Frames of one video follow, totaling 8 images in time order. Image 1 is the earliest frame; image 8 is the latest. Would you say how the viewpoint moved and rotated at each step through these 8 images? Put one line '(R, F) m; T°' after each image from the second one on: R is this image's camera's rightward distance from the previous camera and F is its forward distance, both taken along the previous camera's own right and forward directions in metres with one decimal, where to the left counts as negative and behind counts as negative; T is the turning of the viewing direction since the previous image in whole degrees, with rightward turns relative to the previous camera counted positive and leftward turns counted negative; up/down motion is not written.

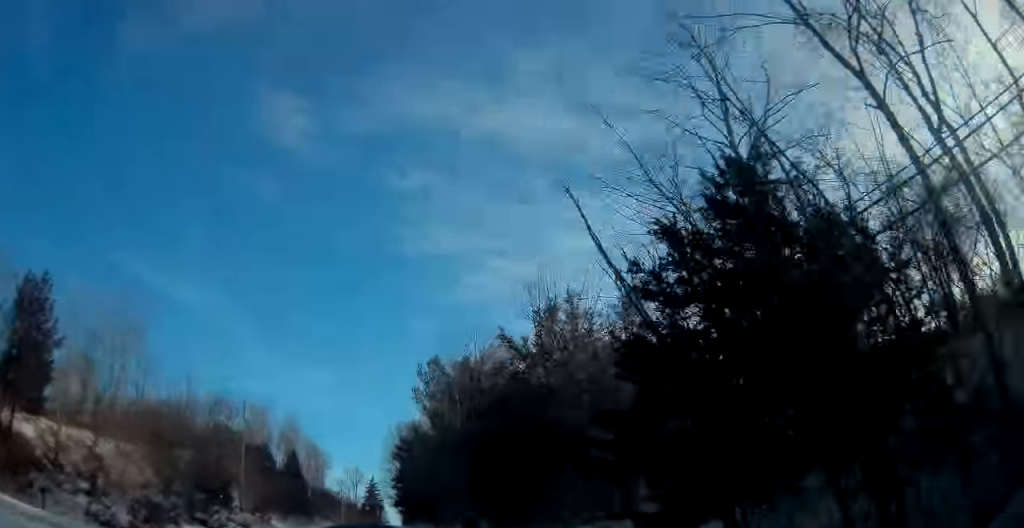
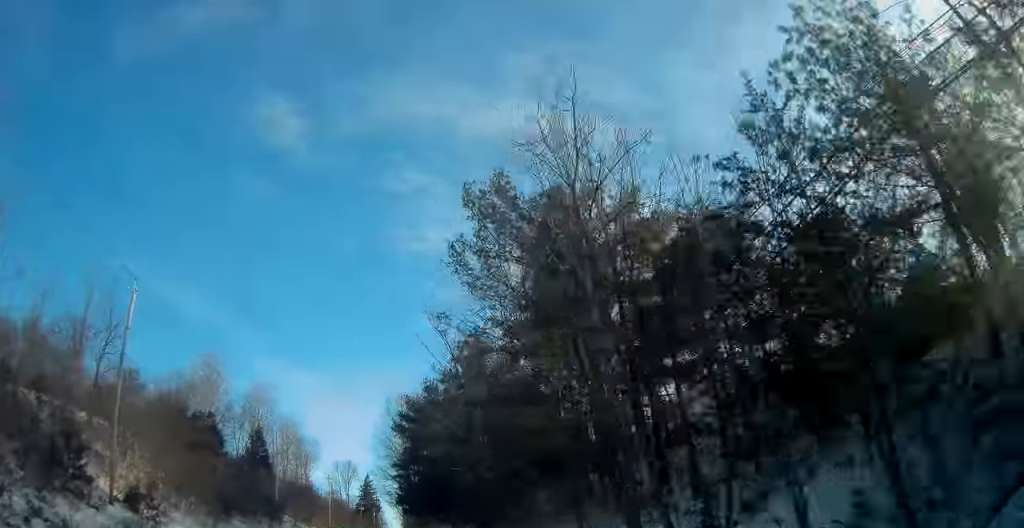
(+0.2, +25.2) m; 0°
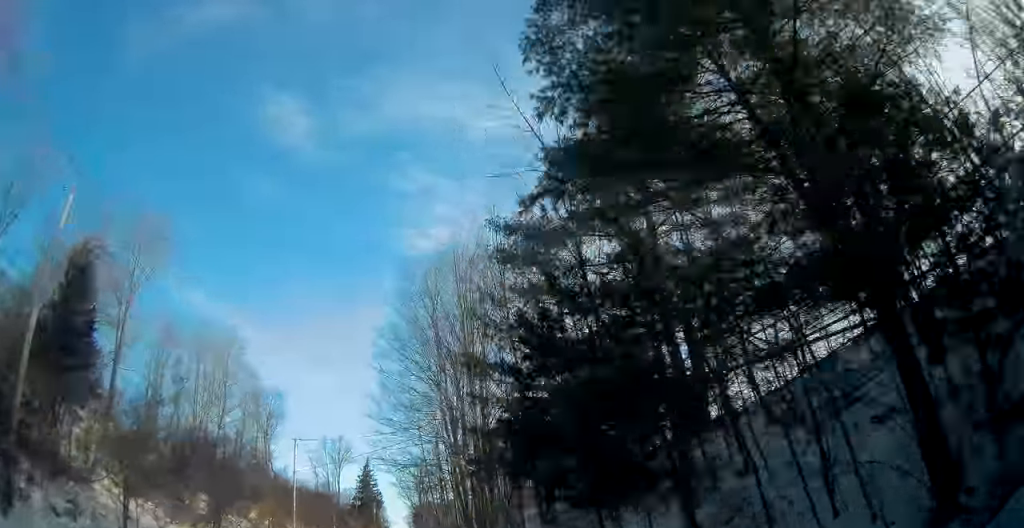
(+0.1, +45.8) m; +1°
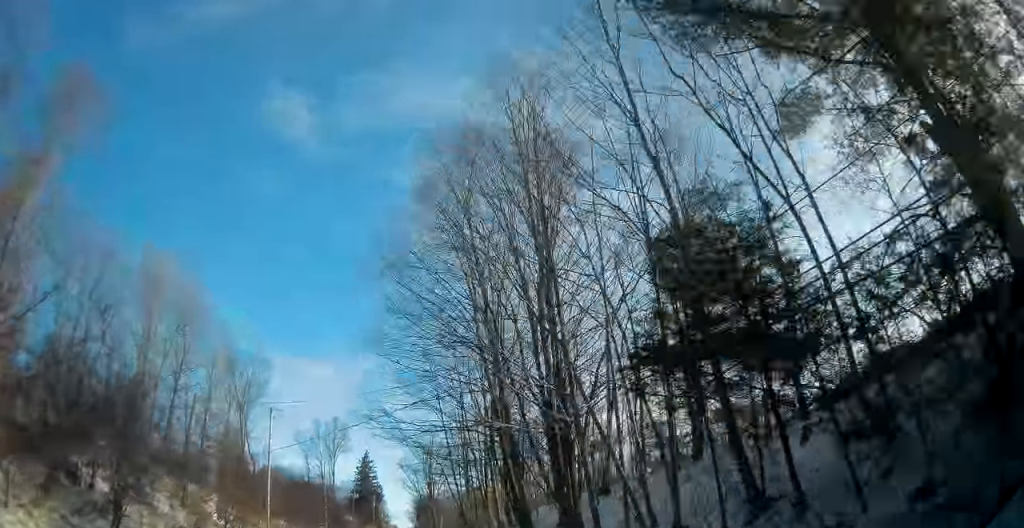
(+0.2, +14.1) m; 0°
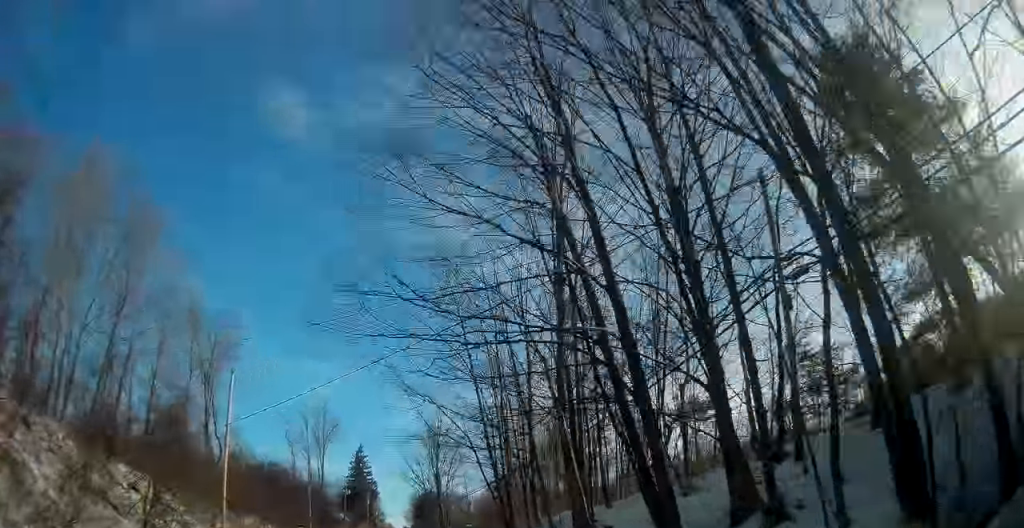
(-0.1, +12.0) m; 0°
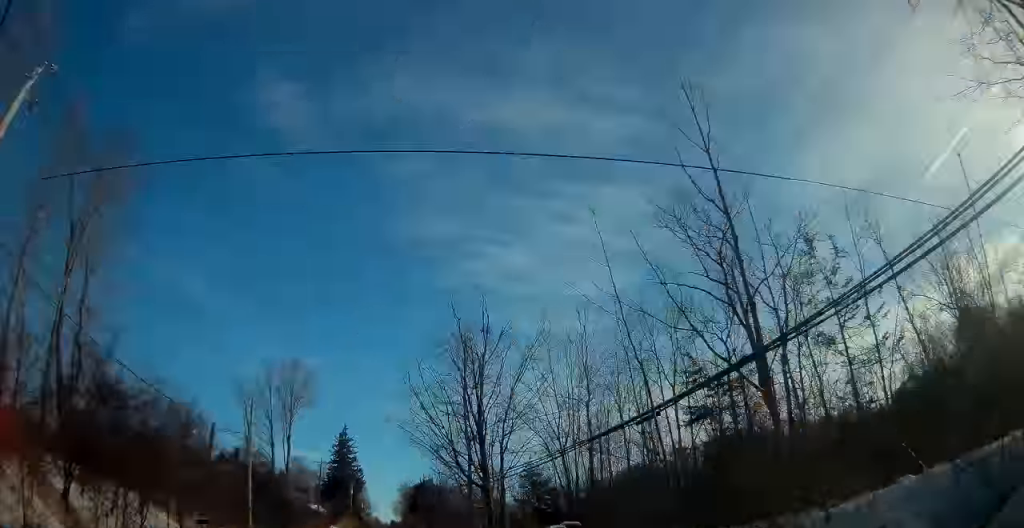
(-0.2, +25.0) m; 0°
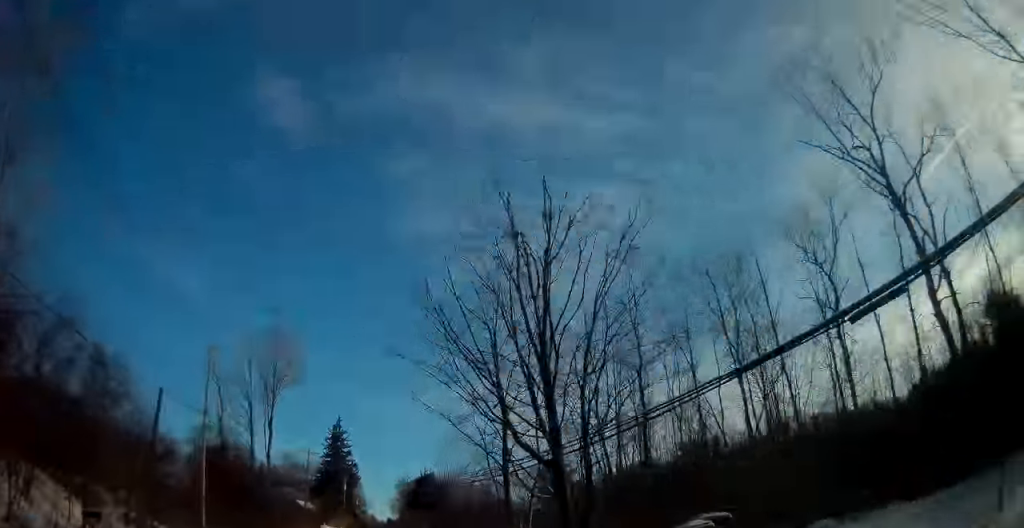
(0.0, +9.9) m; +1°
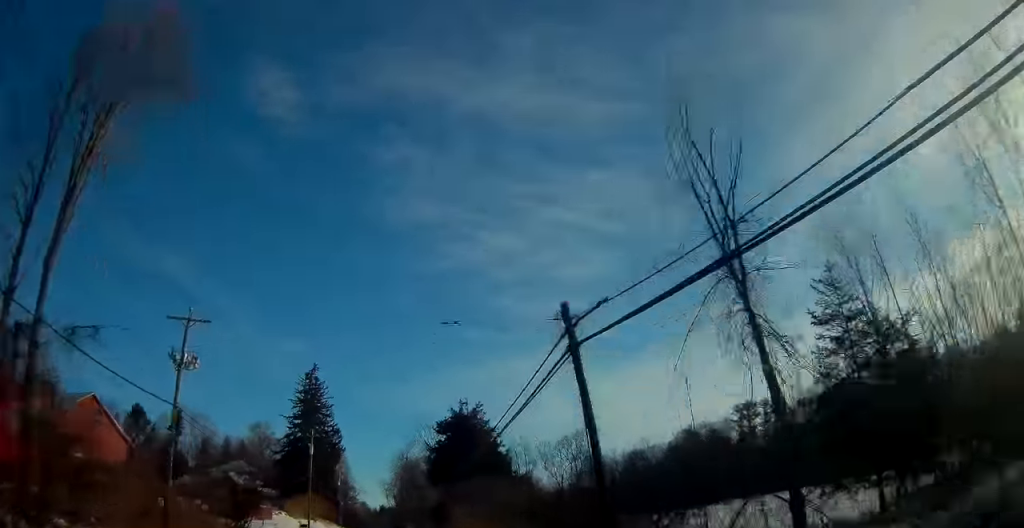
(+1.2, +42.6) m; +2°
